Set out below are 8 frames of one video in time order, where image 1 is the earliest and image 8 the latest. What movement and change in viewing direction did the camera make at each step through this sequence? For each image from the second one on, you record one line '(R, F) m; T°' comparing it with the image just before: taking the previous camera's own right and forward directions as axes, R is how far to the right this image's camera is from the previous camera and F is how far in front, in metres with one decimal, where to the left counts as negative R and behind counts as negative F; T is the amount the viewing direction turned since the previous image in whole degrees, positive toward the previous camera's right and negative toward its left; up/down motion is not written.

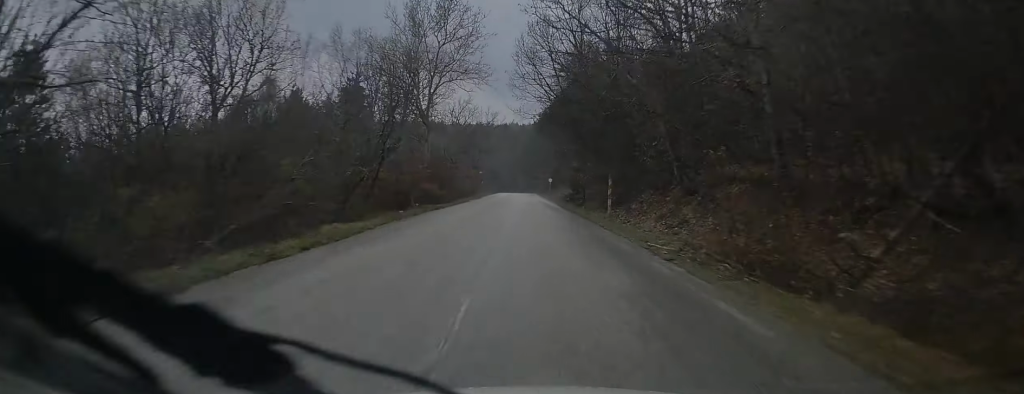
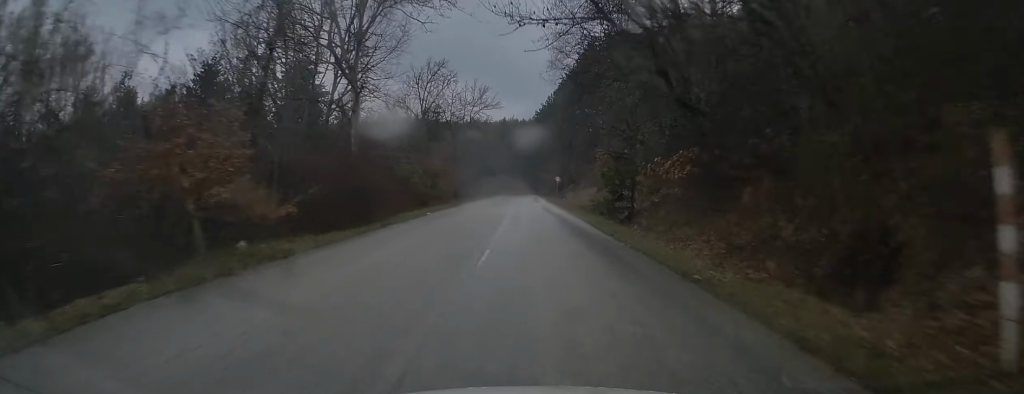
(+0.1, +22.4) m; +1°
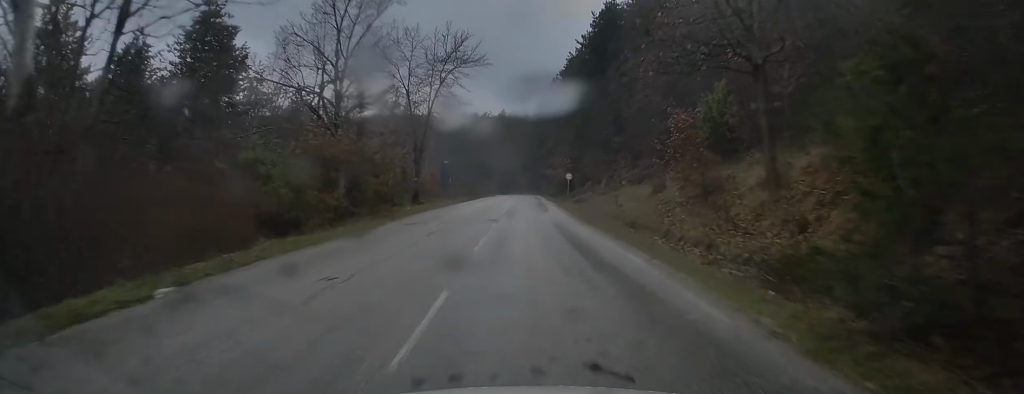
(+0.1, +21.6) m; +1°
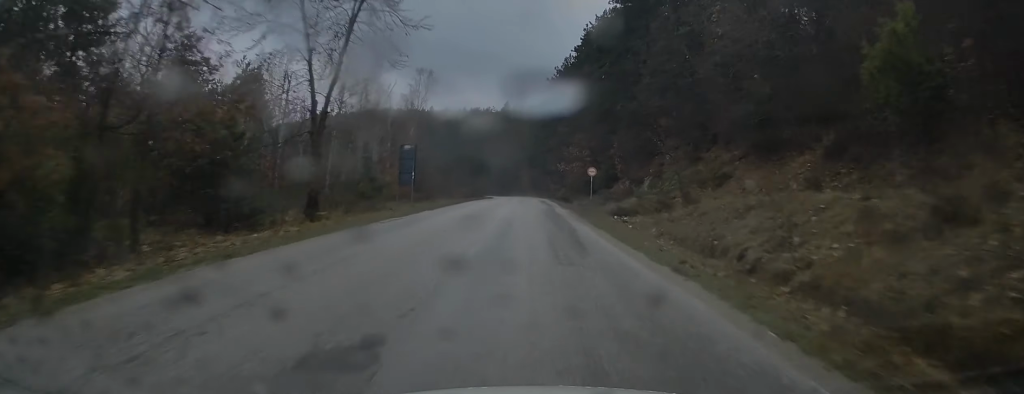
(+0.1, +19.6) m; 0°
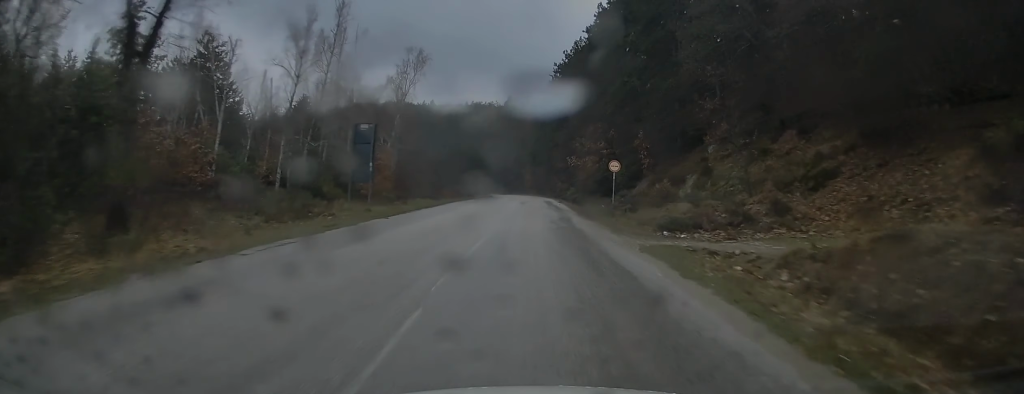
(0.0, +10.1) m; 0°
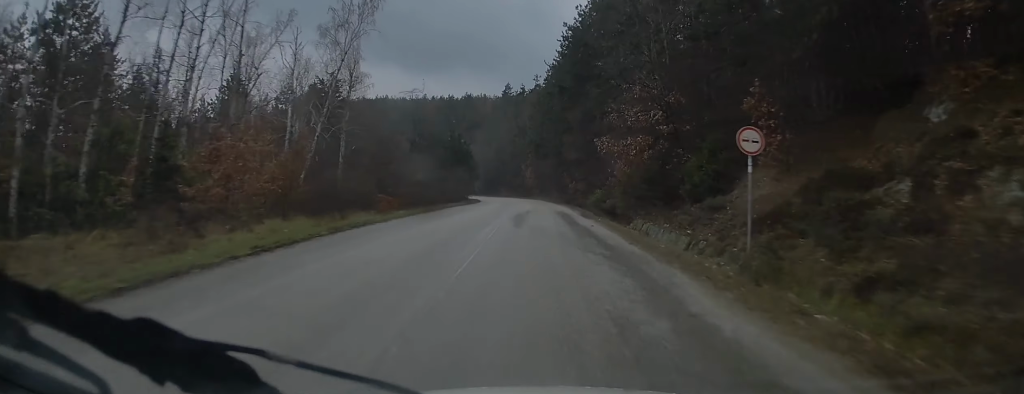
(-0.3, +21.6) m; -1°
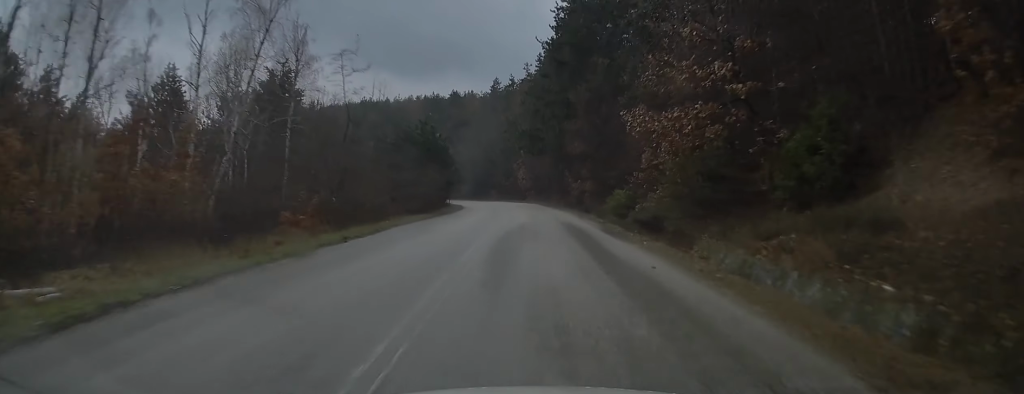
(-0.1, +11.5) m; 0°
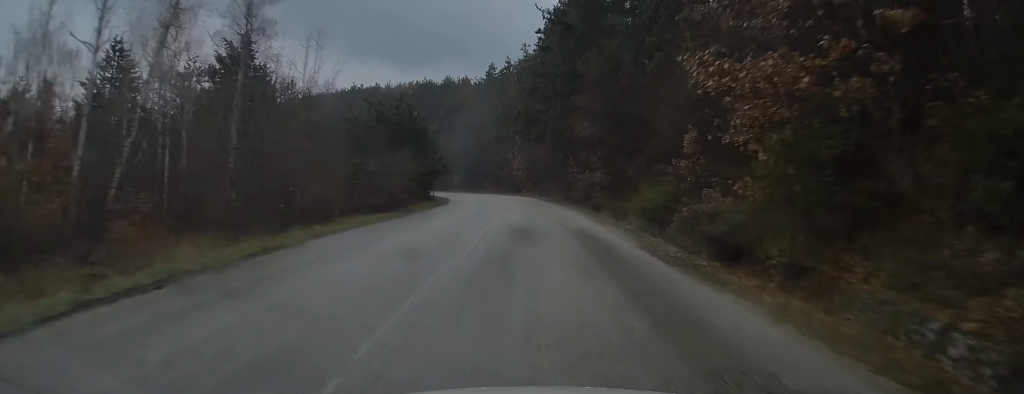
(+0.1, +8.2) m; 0°
